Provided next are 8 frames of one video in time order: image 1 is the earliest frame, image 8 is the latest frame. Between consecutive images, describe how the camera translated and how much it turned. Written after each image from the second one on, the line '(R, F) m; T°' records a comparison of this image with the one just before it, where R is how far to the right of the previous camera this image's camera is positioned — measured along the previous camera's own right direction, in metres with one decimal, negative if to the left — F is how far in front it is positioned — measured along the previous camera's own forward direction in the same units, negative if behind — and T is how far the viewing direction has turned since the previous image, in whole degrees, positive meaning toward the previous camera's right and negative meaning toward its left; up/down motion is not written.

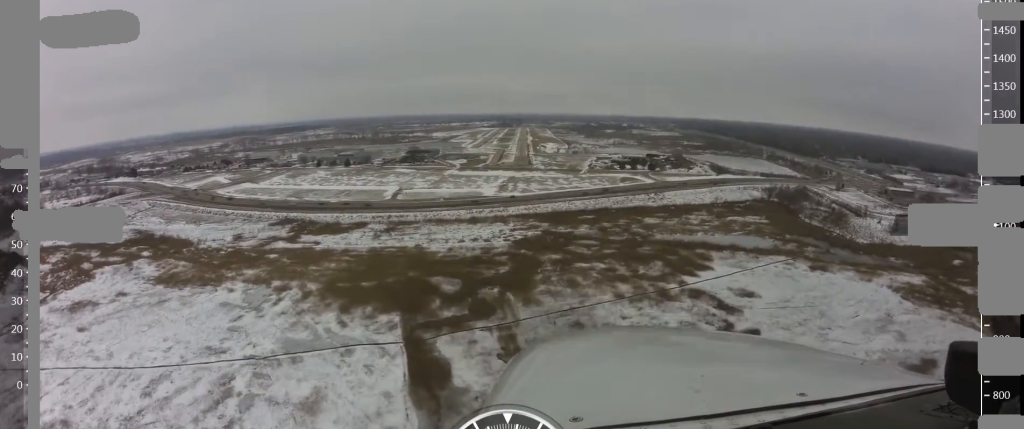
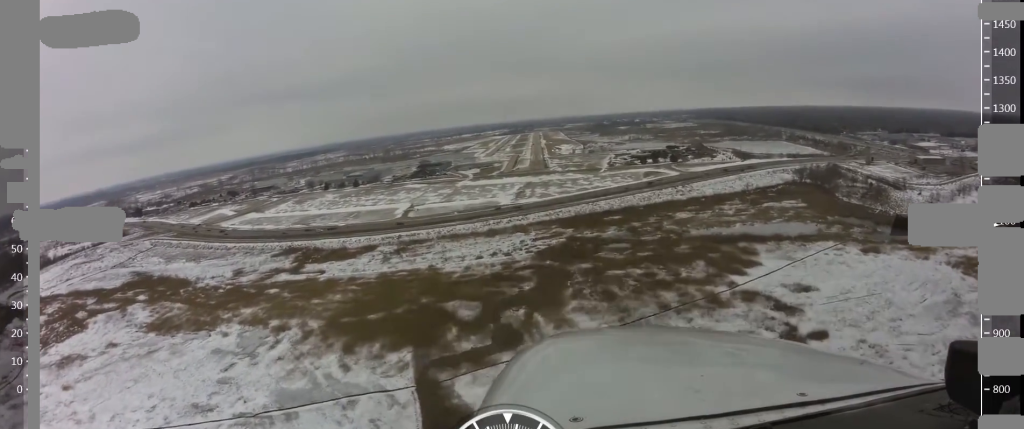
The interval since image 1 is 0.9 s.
(+0.2, +25.8) m; -1°
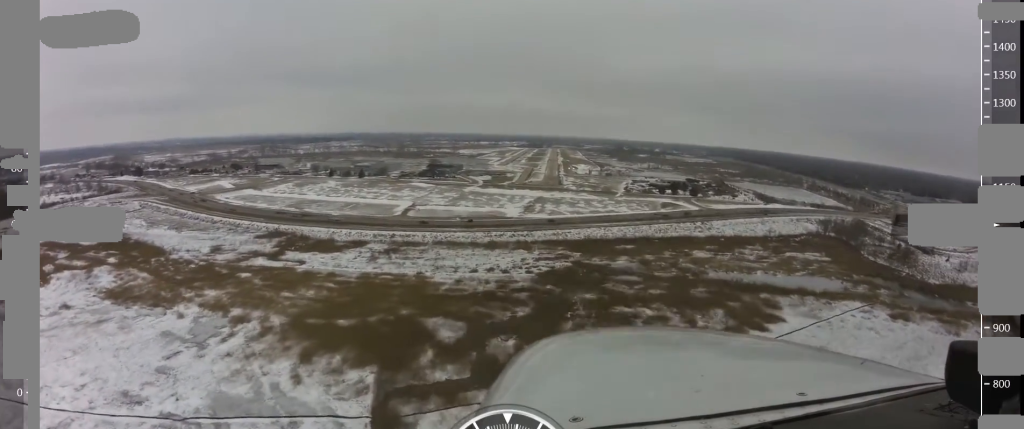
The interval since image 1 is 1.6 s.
(-0.7, +23.1) m; -2°
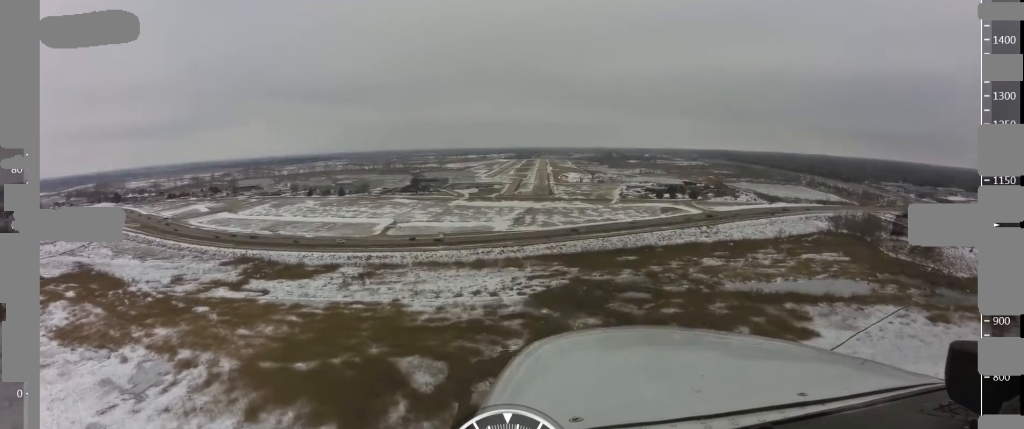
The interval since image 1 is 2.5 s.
(0.0, +27.3) m; 0°
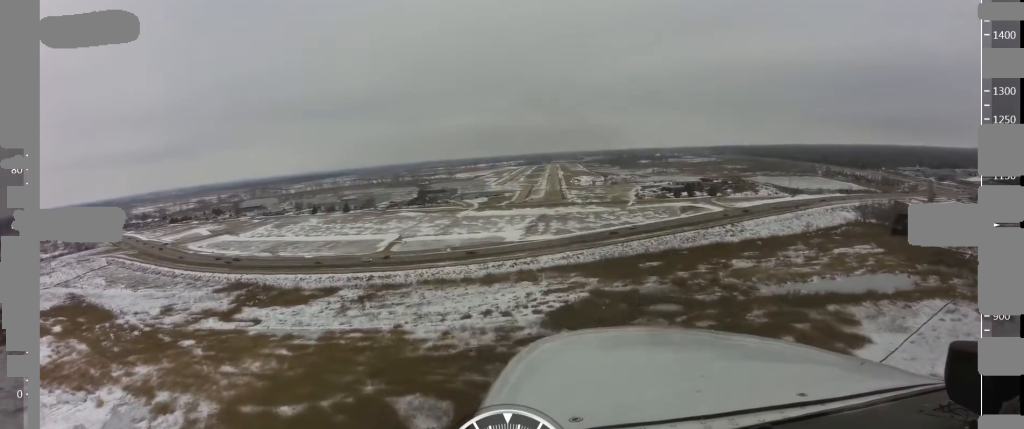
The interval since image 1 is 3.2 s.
(0.0, +19.3) m; 0°
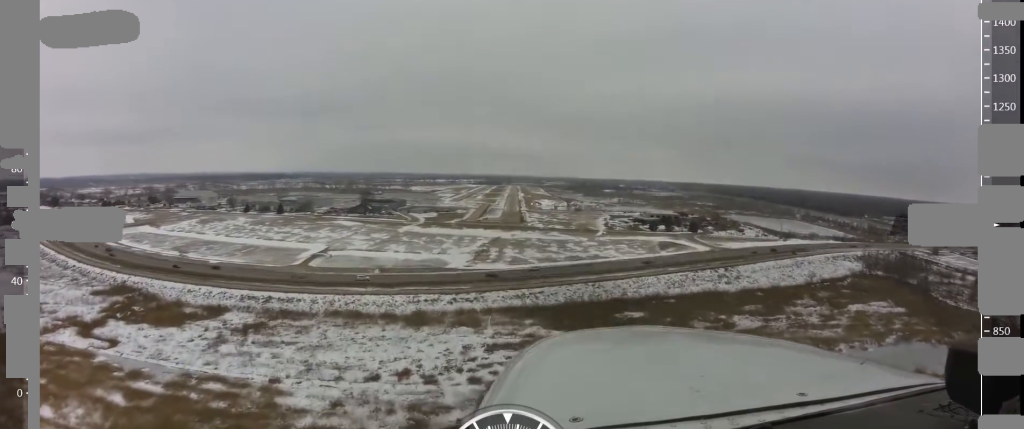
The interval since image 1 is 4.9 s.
(0.0, +51.8) m; 0°
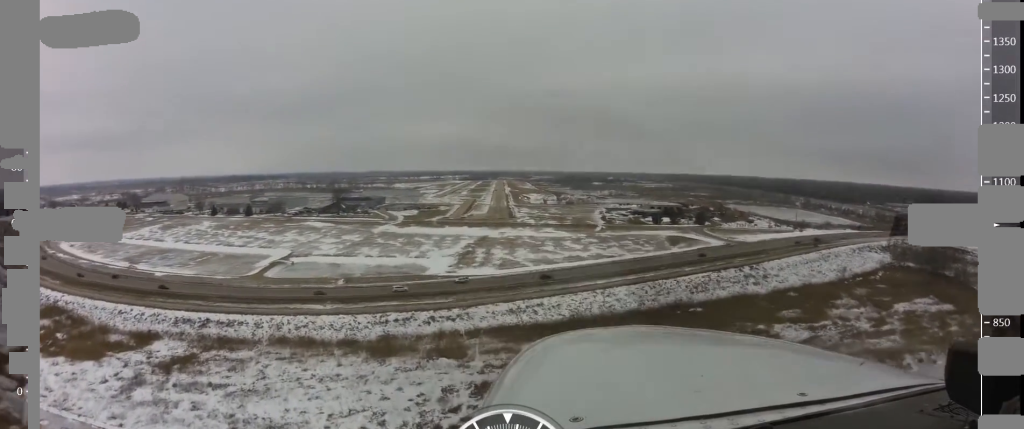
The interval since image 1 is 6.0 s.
(0.0, +35.5) m; 0°
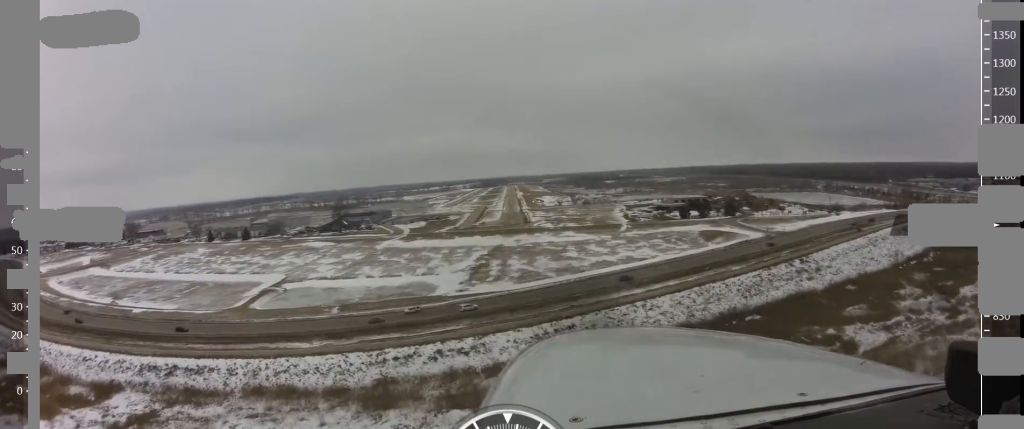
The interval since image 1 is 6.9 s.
(0.0, +26.4) m; 0°
